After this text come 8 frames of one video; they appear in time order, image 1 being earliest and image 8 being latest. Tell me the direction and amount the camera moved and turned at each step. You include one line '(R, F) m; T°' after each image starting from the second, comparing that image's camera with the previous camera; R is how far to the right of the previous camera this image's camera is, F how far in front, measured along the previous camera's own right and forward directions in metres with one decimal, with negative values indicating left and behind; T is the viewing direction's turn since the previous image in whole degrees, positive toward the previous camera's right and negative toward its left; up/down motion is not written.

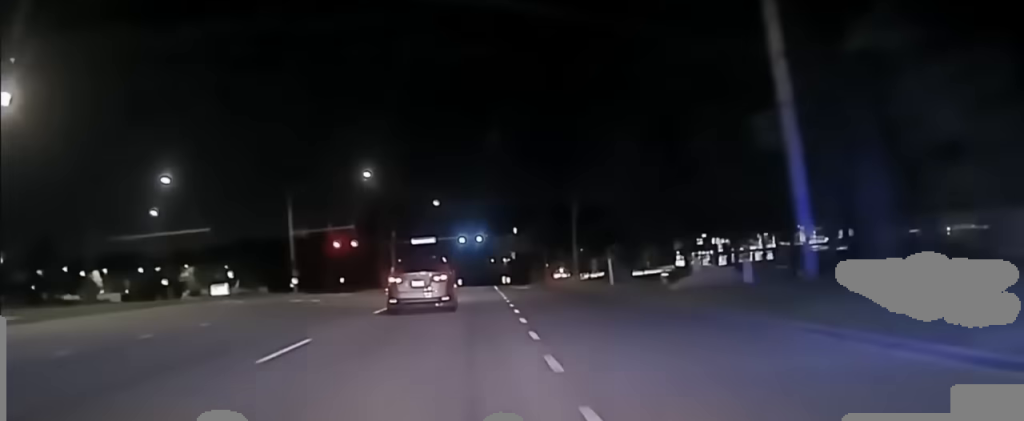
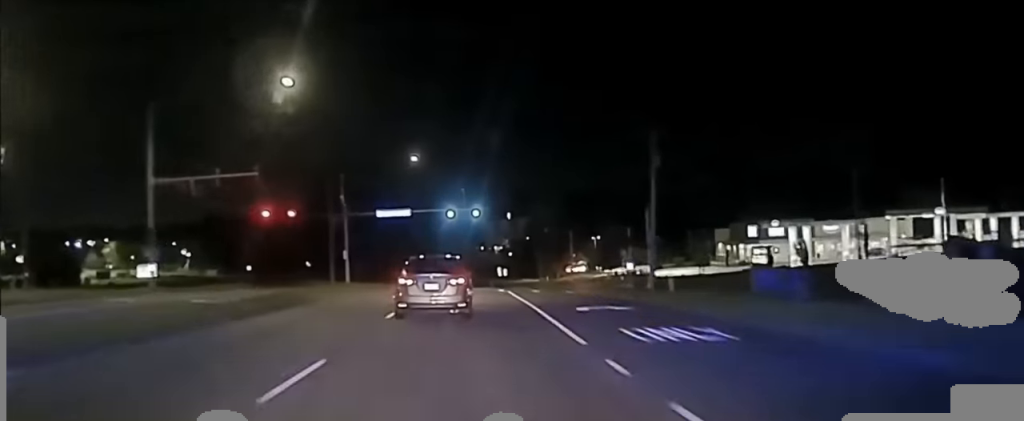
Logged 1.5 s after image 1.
(+0.4, +42.2) m; +2°
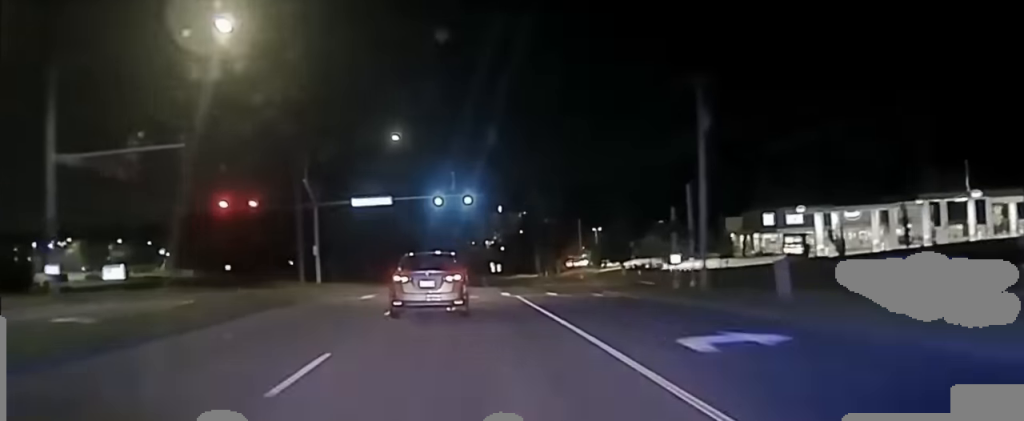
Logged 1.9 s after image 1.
(+0.3, +11.9) m; 0°
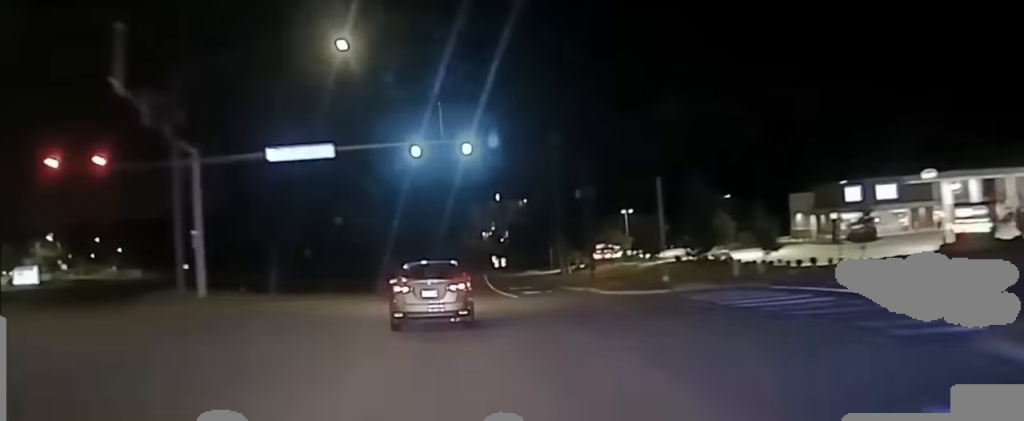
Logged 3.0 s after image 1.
(-0.1, +31.8) m; 0°
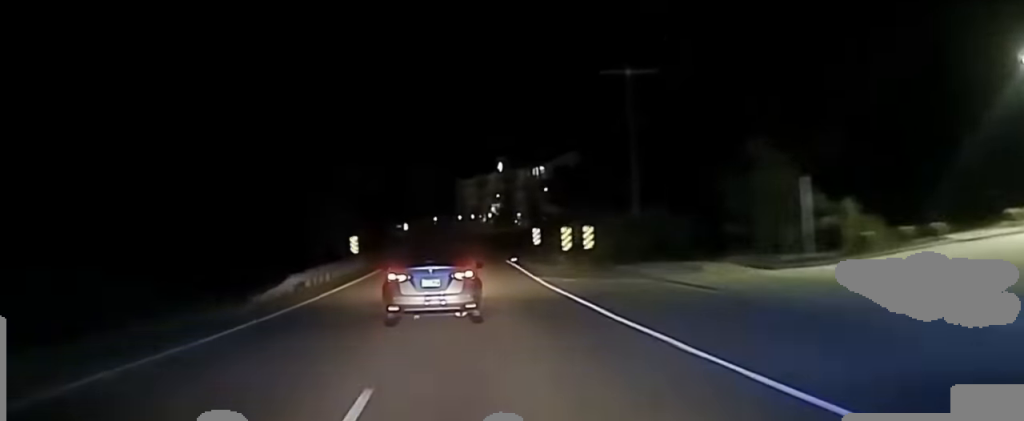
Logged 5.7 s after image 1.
(+0.7, +86.7) m; +1°
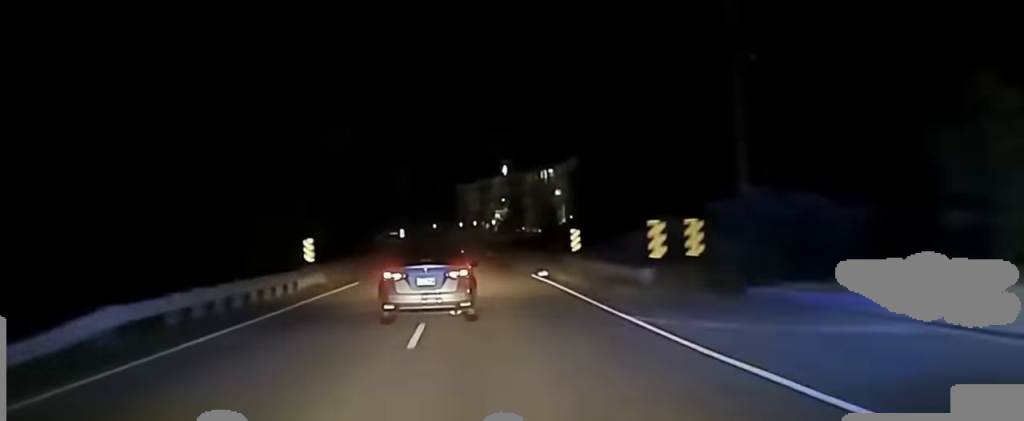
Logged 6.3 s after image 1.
(+0.2, +17.6) m; 0°
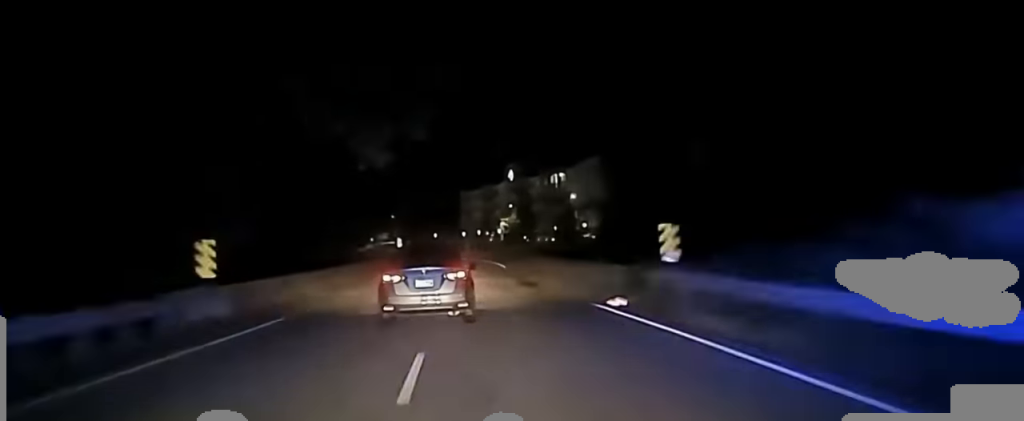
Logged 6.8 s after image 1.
(-0.2, +16.1) m; 0°
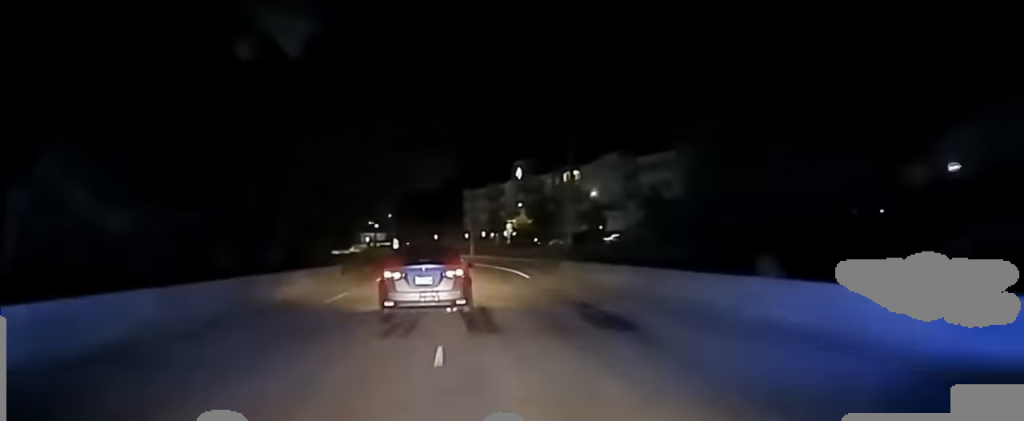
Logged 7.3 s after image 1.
(-0.2, +16.1) m; 0°
